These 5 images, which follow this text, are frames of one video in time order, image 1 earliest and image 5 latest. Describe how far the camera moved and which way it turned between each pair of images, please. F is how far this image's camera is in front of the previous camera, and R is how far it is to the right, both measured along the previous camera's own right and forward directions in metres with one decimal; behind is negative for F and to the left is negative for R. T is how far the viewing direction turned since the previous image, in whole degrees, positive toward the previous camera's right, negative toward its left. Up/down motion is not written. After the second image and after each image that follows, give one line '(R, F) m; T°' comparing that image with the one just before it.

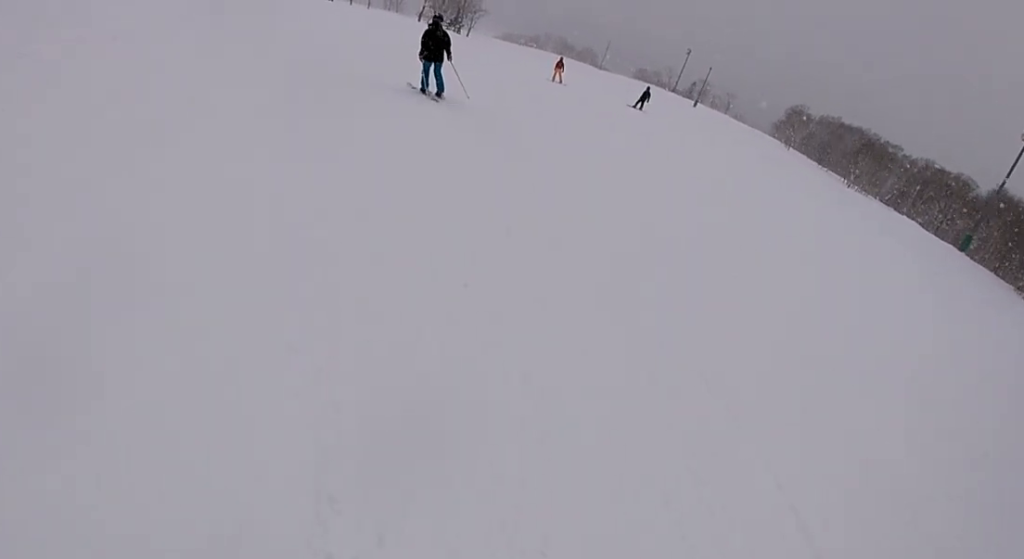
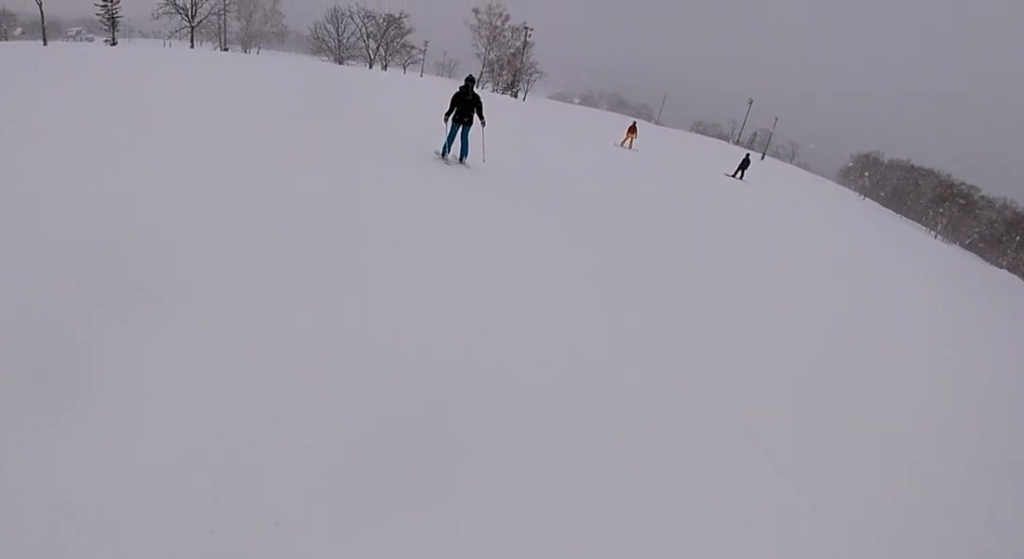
(-0.5, +6.0) m; -3°
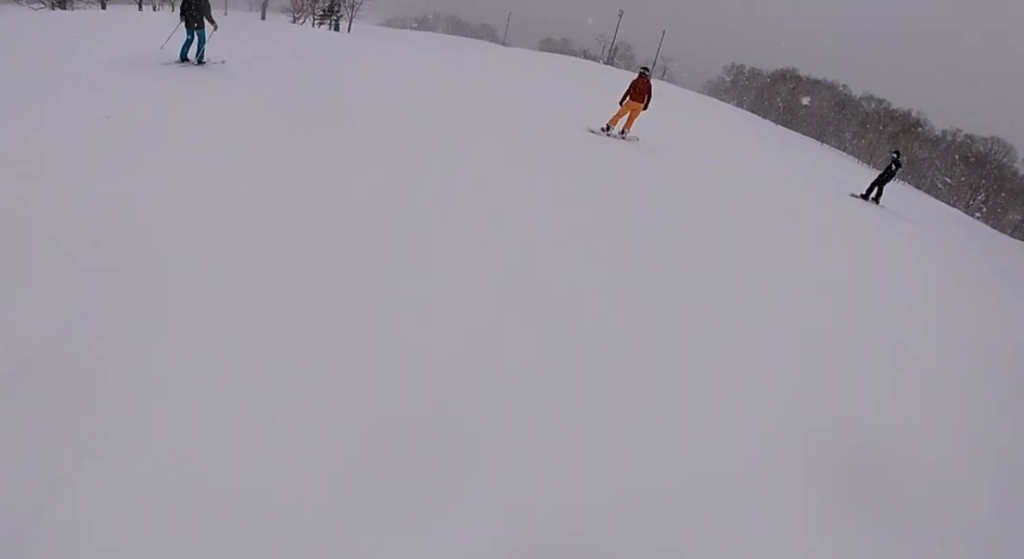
(+3.5, +28.6) m; +13°
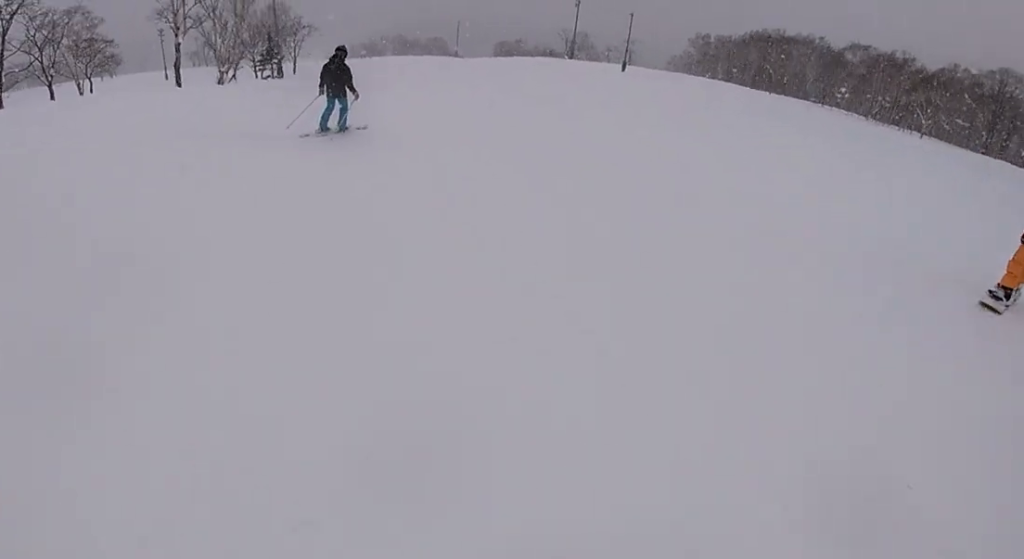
(+0.1, +10.1) m; +5°
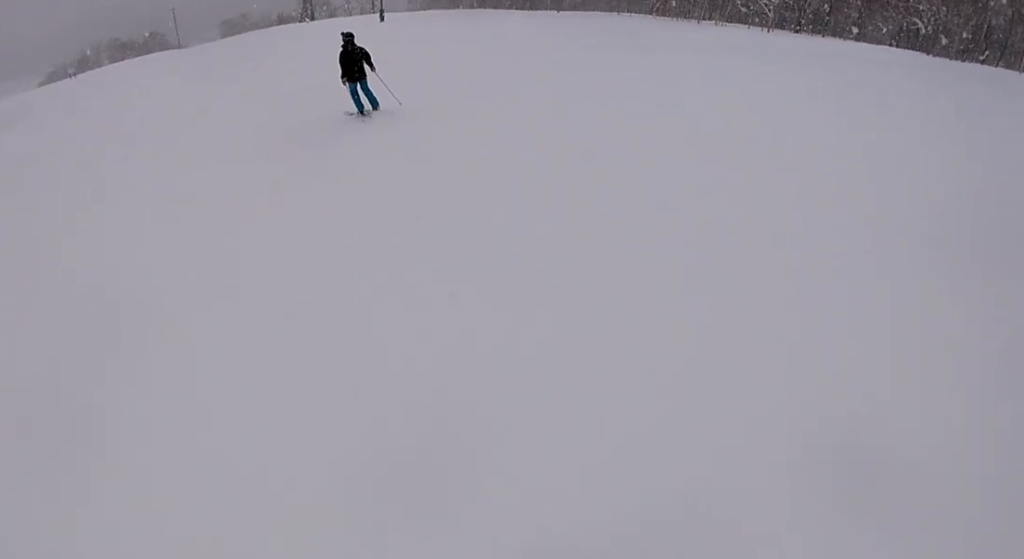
(+2.8, +19.2) m; +9°
